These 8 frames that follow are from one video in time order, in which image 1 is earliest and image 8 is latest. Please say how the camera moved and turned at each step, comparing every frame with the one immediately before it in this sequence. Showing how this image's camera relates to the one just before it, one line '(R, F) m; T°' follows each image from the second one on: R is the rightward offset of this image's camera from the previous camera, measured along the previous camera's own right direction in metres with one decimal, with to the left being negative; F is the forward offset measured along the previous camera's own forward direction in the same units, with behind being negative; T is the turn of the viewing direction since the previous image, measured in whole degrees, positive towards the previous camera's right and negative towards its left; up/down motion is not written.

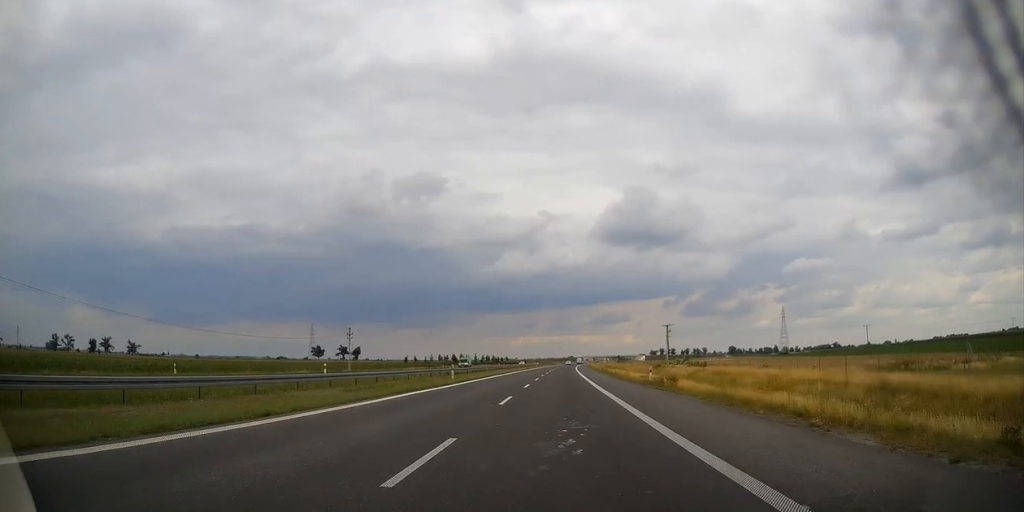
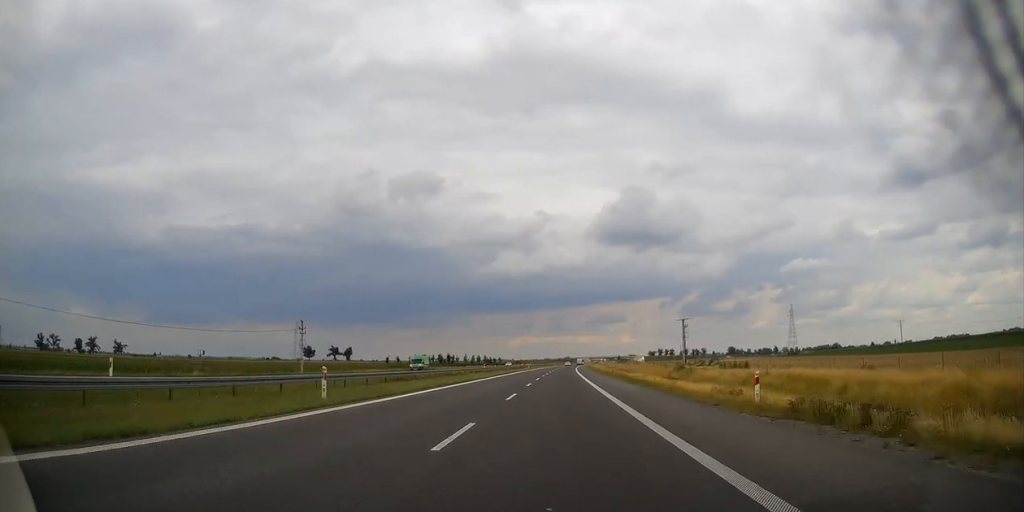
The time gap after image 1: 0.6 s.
(+0.2, +21.7) m; 0°
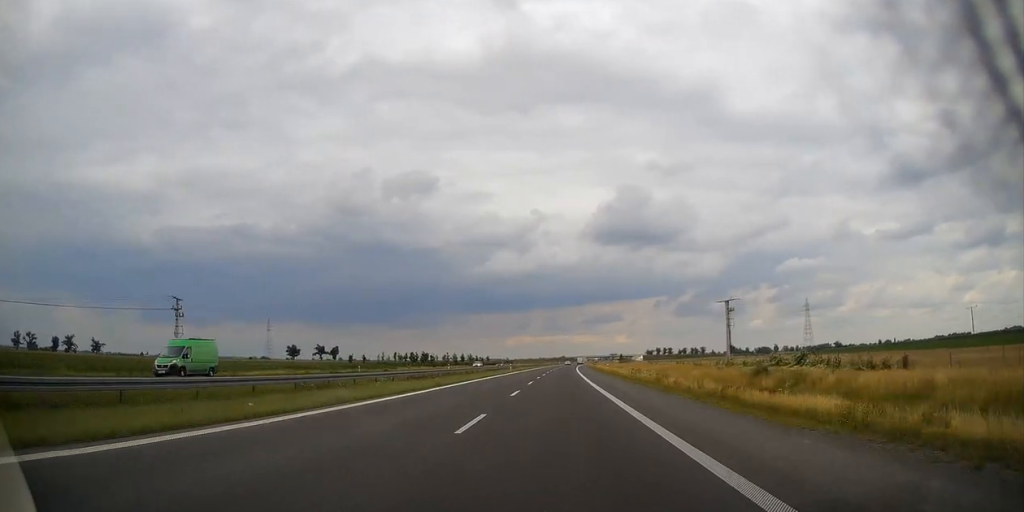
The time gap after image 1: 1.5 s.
(0.0, +34.4) m; +1°
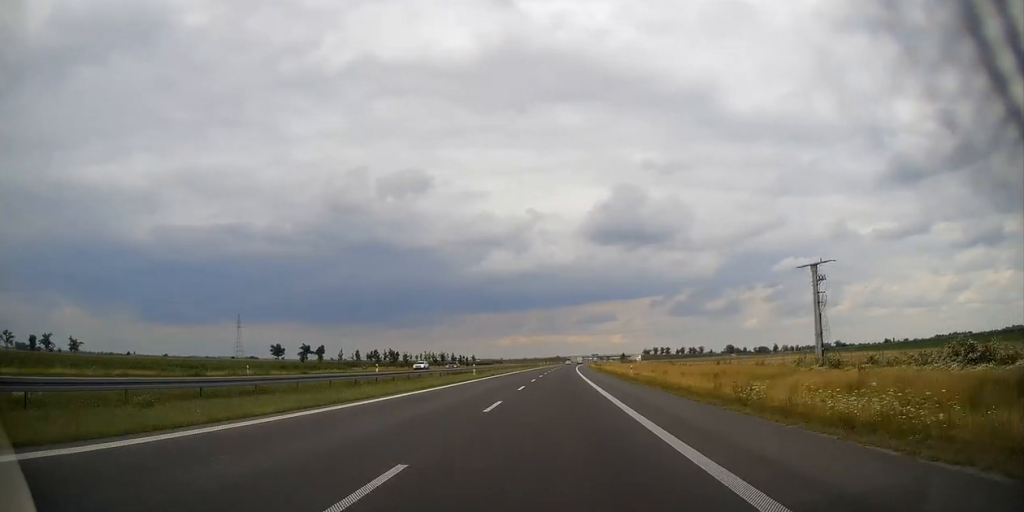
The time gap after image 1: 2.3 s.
(+0.3, +31.8) m; +1°
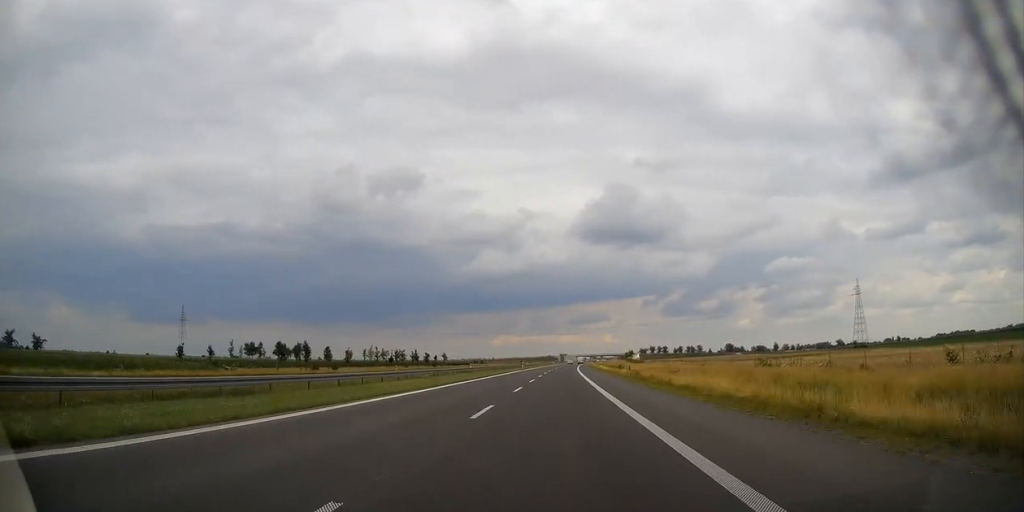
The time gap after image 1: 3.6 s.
(+0.7, +50.7) m; +1°
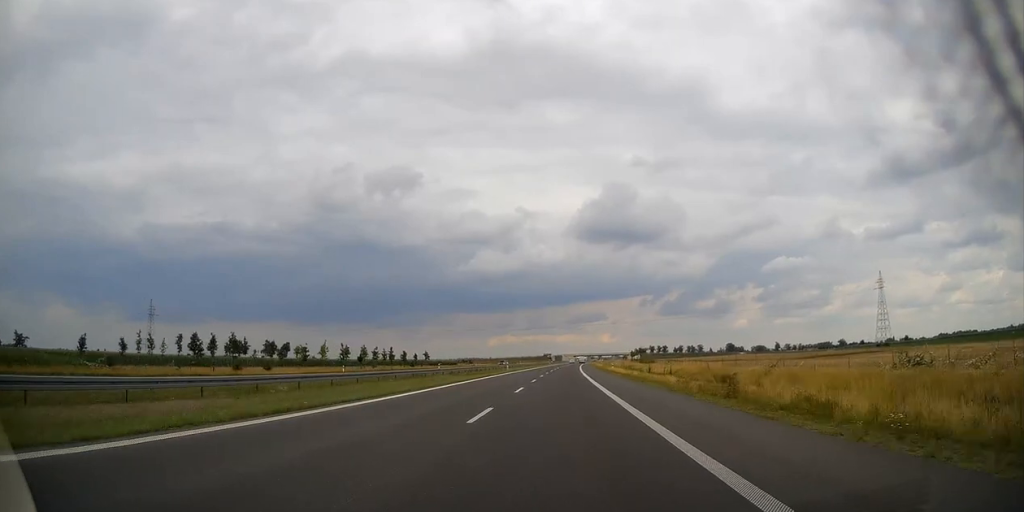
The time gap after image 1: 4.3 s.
(-0.3, +25.3) m; 0°
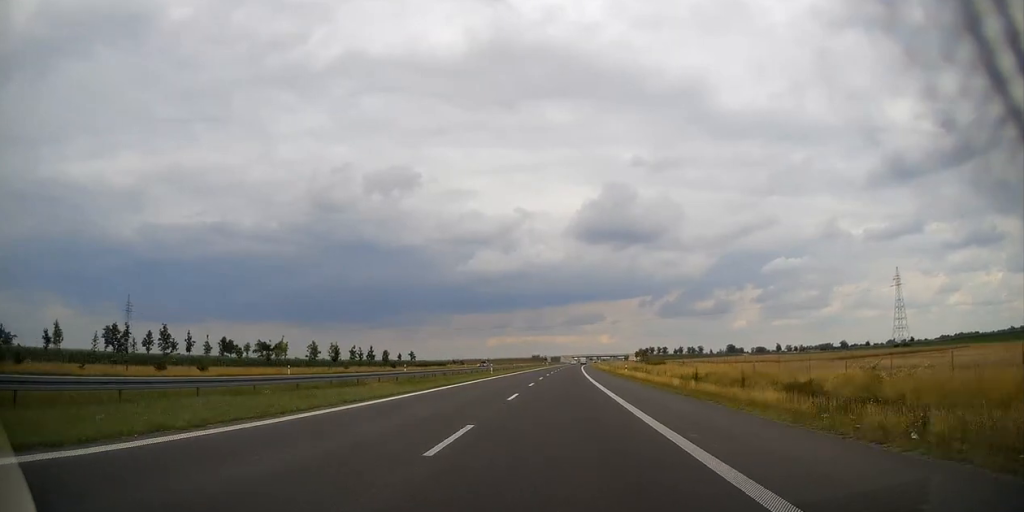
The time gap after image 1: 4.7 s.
(-0.1, +16.5) m; 0°
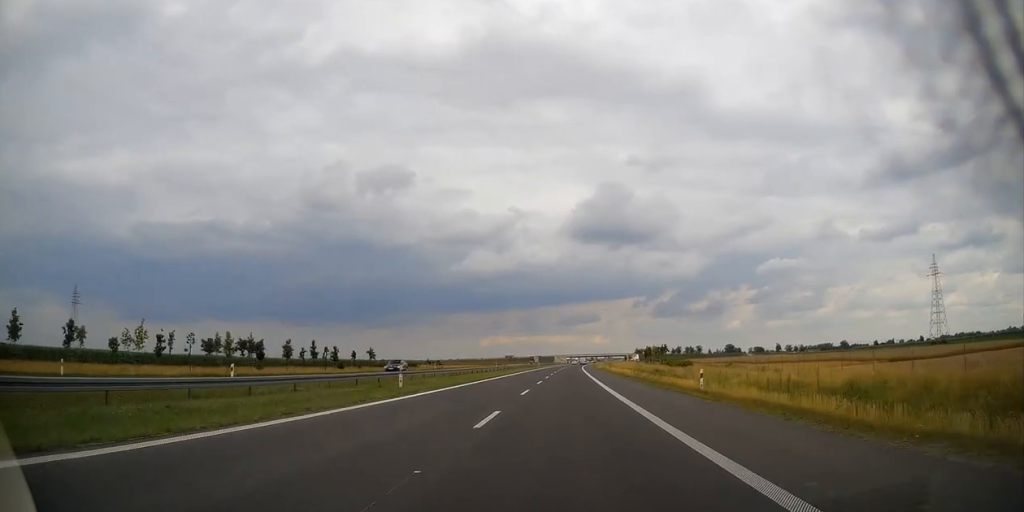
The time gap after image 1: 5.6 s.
(+0.4, +32.9) m; +1°
